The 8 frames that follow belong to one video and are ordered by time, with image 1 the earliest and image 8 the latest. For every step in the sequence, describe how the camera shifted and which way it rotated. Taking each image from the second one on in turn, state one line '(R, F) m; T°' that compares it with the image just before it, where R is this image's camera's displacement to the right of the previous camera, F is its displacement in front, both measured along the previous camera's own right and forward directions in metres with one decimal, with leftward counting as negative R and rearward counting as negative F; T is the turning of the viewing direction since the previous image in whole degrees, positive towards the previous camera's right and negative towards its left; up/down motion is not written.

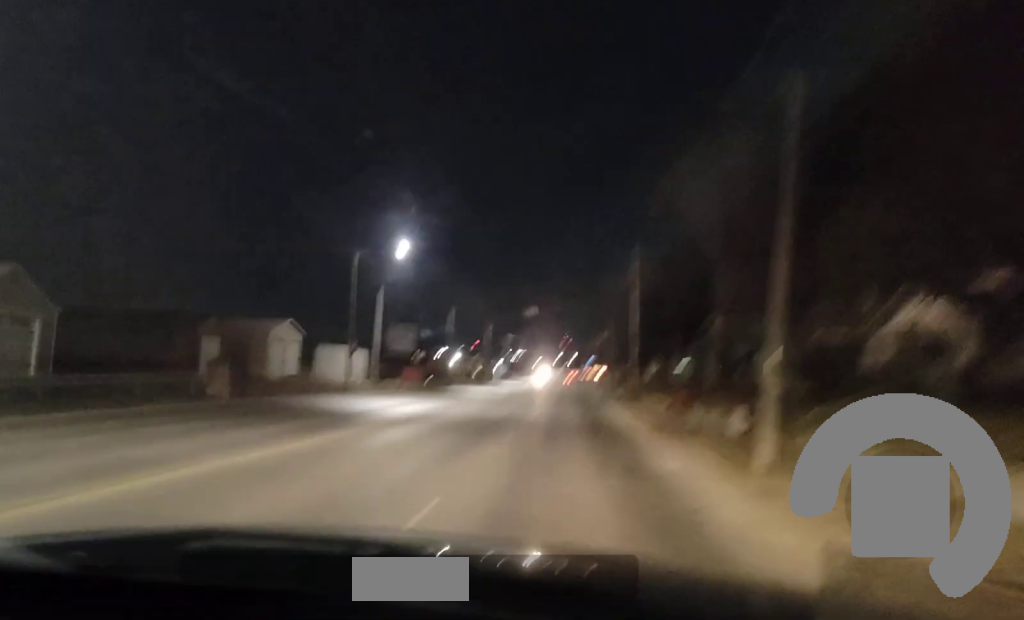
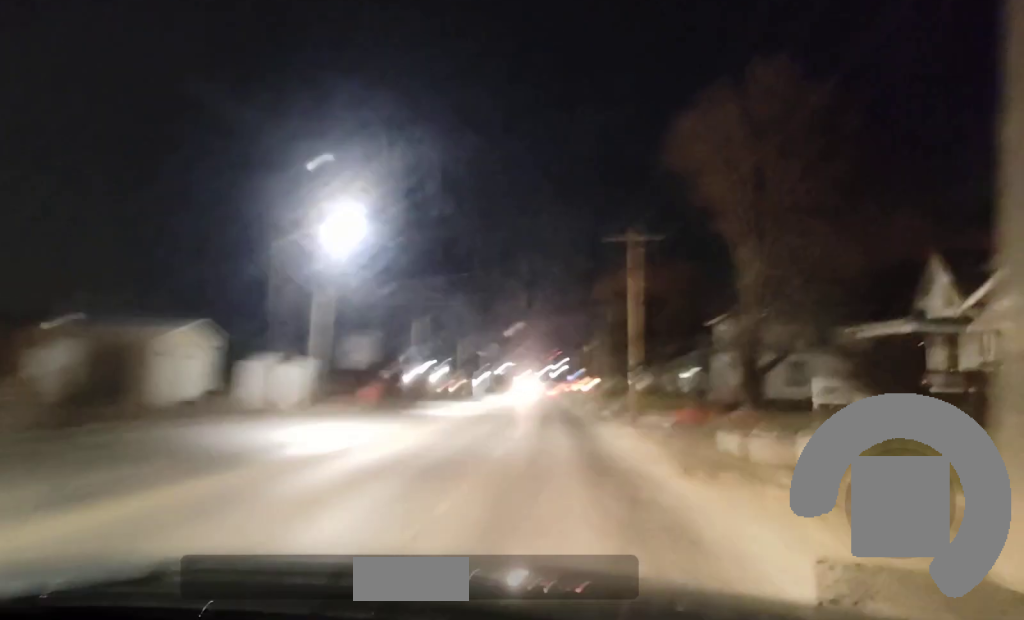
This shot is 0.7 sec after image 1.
(+0.2, +11.2) m; +1°
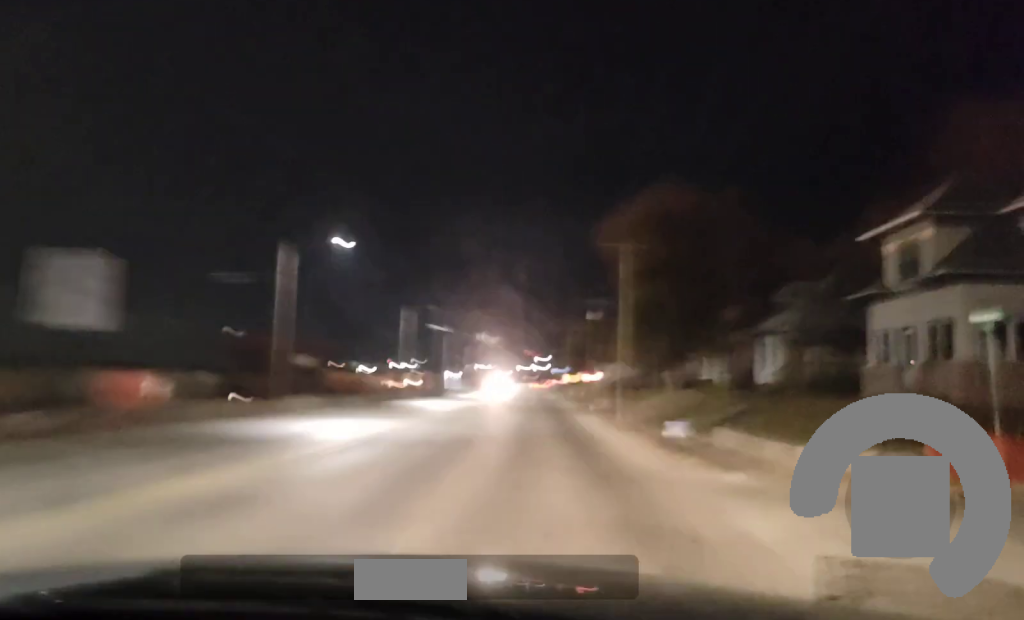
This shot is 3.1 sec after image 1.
(0.0, +38.5) m; +1°
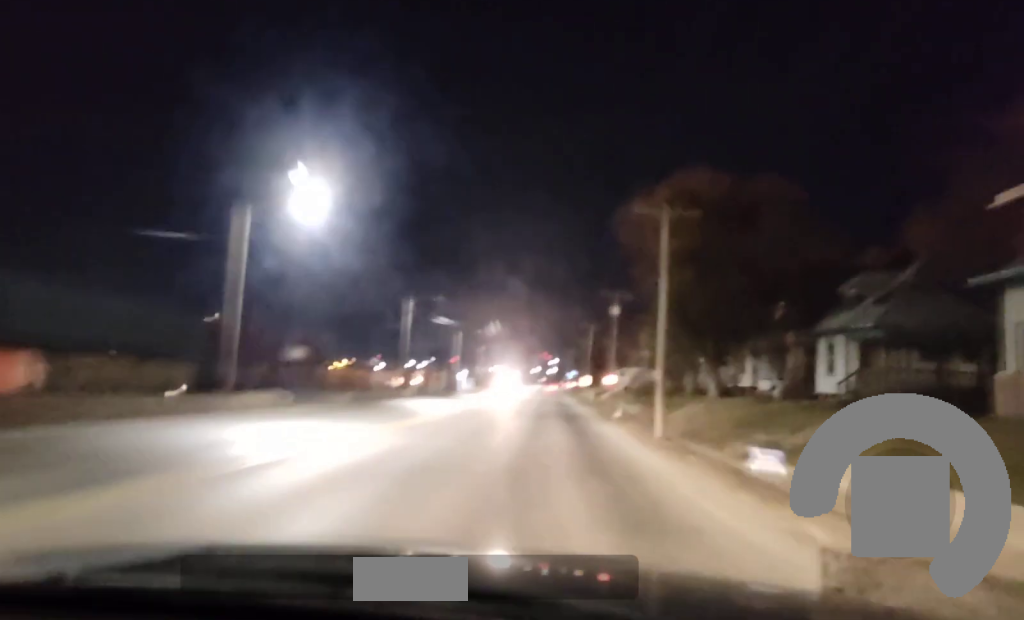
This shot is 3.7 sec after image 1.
(+0.2, +9.3) m; 0°
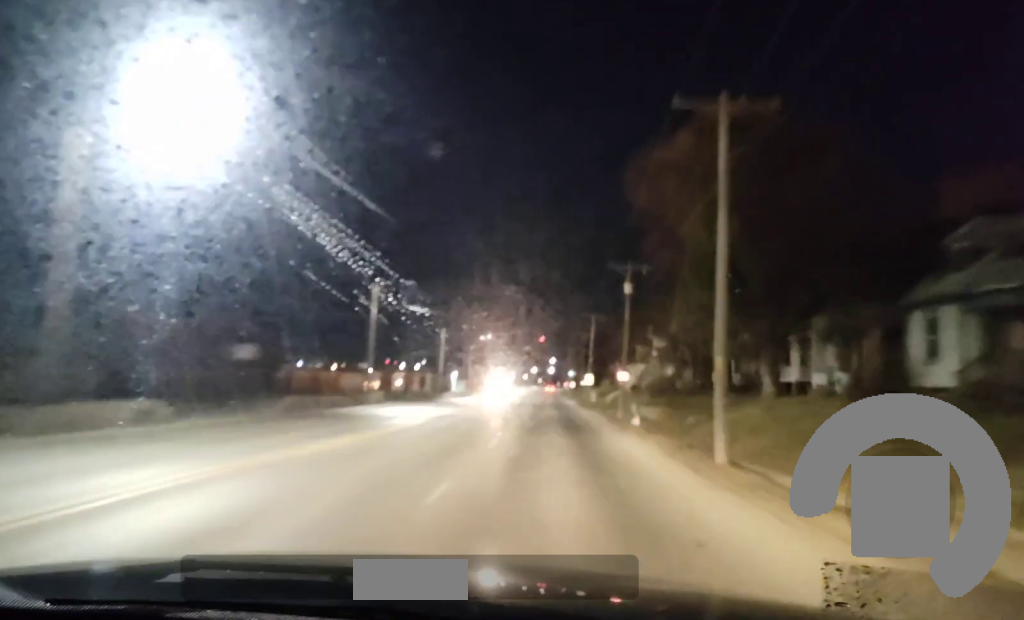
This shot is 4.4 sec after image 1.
(-0.1, +11.0) m; -1°
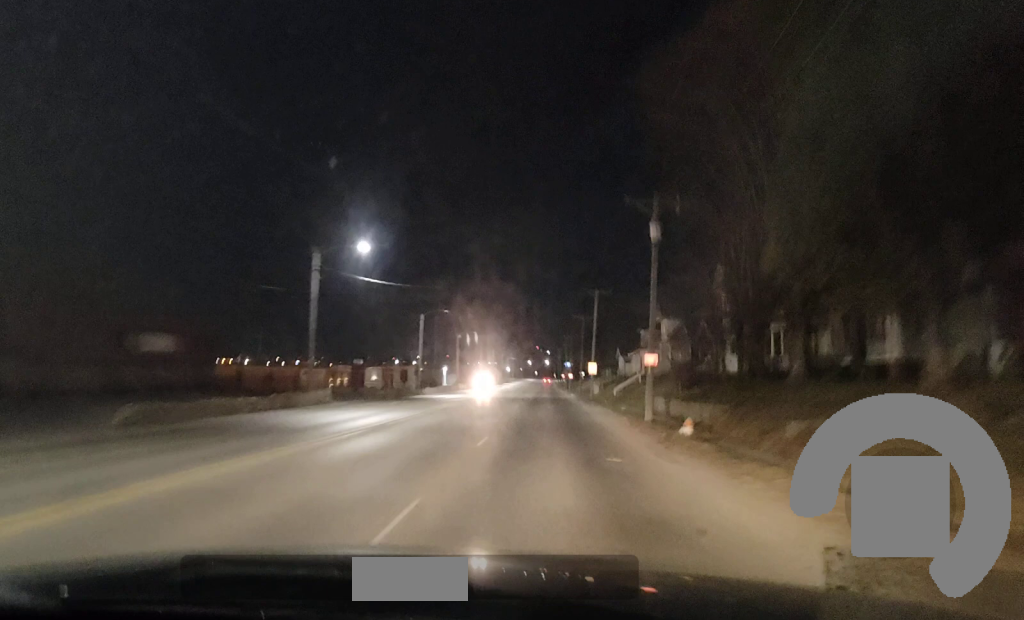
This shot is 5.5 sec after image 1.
(-0.2, +16.0) m; 0°
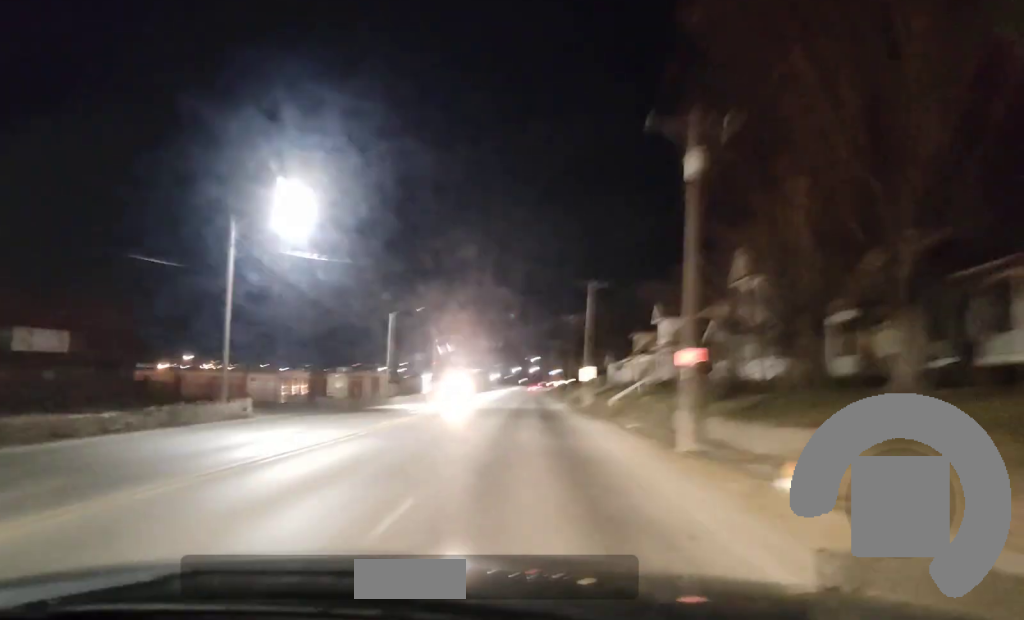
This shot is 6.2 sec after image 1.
(+0.1, +10.9) m; +1°
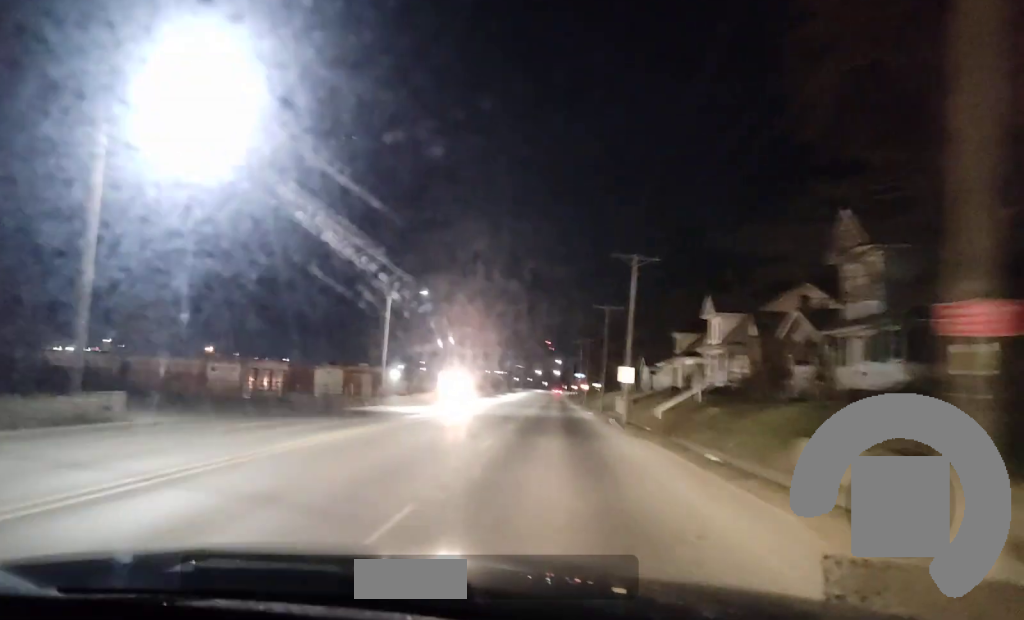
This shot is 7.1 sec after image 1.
(+0.1, +13.3) m; 0°
